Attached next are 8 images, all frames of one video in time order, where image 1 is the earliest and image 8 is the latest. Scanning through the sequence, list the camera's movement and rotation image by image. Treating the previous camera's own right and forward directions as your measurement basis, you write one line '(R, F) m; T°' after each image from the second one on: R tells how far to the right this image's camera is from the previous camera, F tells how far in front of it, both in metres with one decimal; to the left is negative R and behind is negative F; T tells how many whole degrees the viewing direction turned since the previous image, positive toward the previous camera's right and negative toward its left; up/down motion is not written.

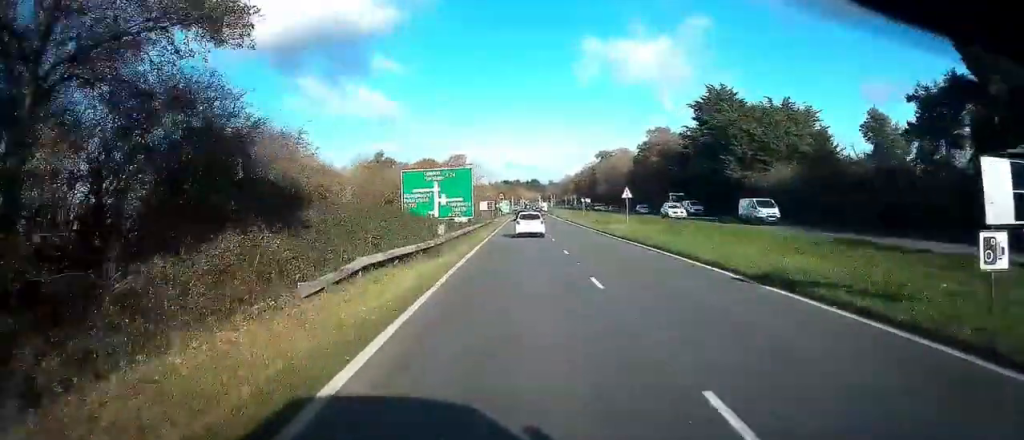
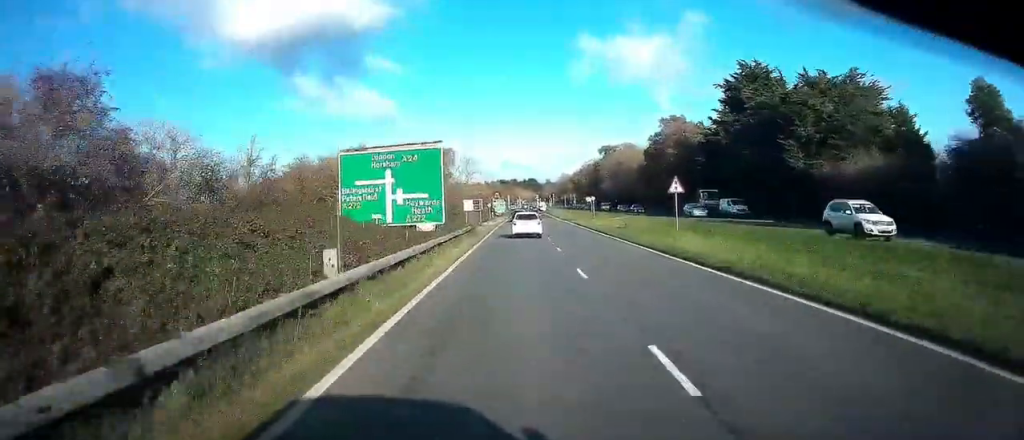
(+0.1, +15.7) m; +1°
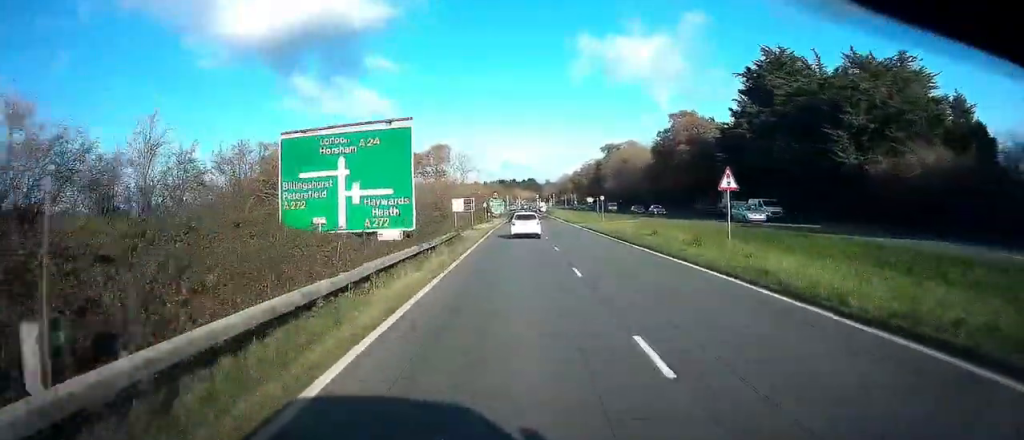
(0.0, +8.1) m; 0°
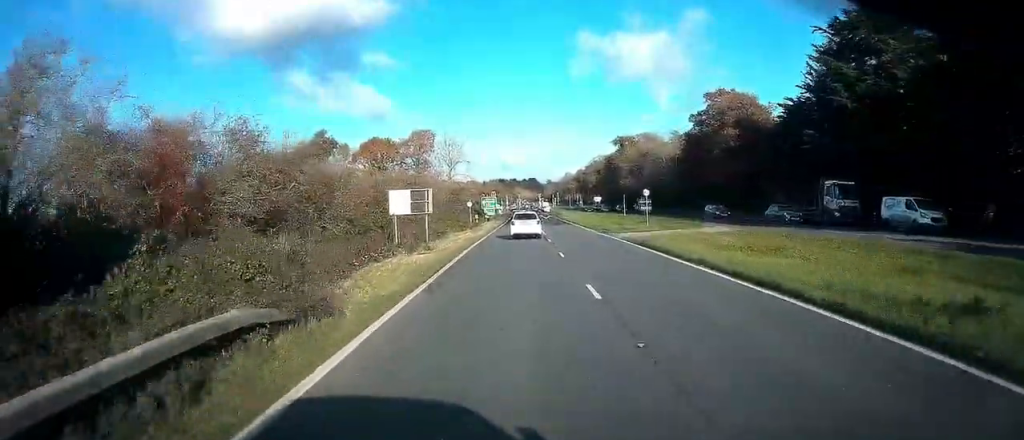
(+0.1, +21.4) m; 0°
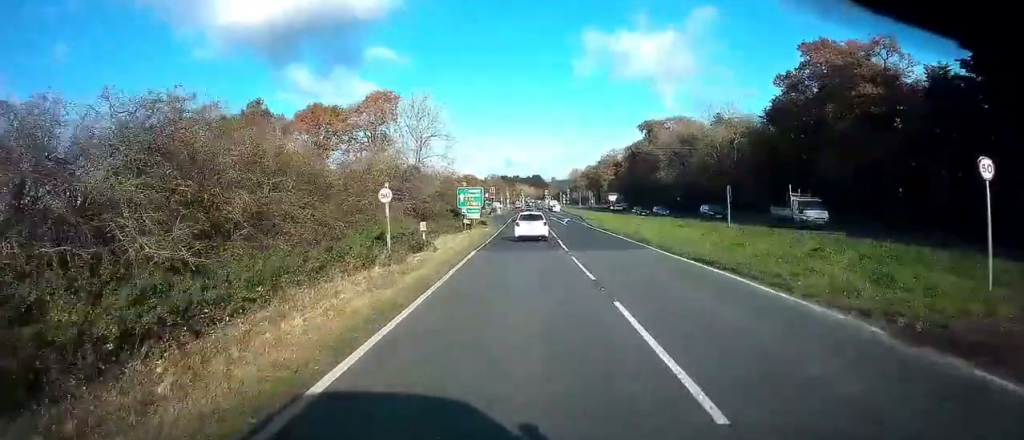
(-0.3, +30.9) m; -1°
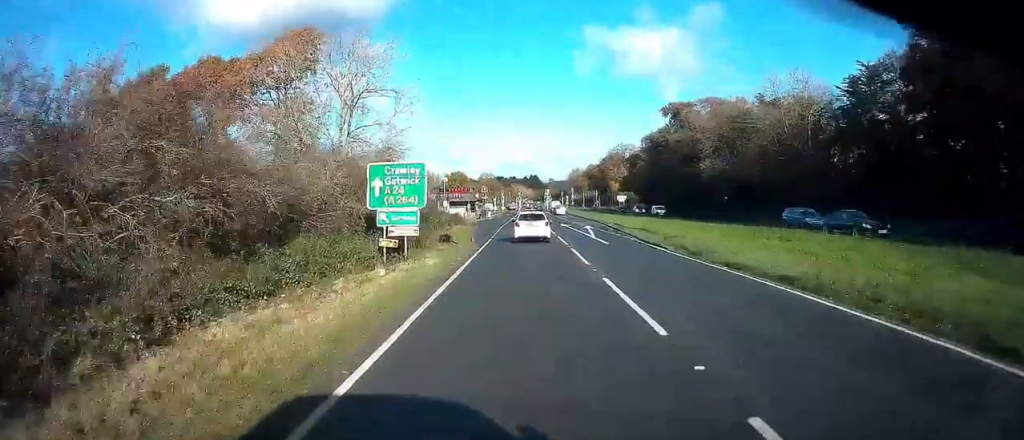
(+0.1, +24.9) m; +1°
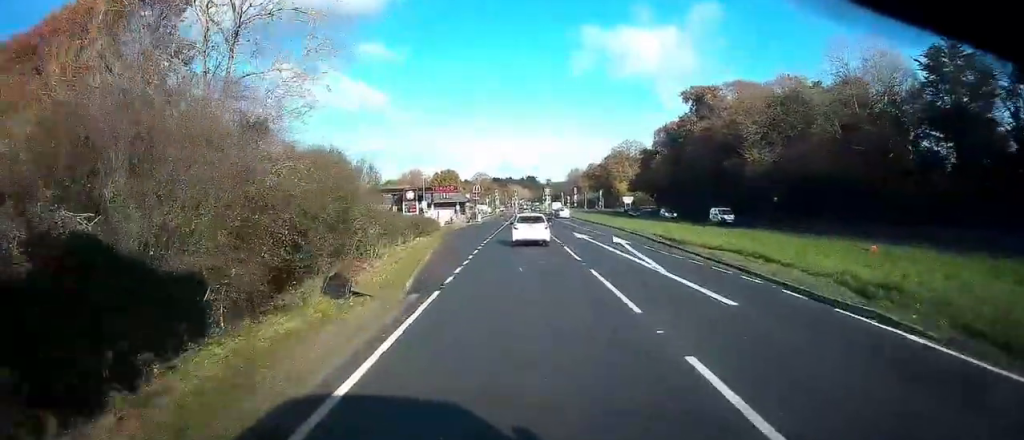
(+0.2, +16.1) m; +1°
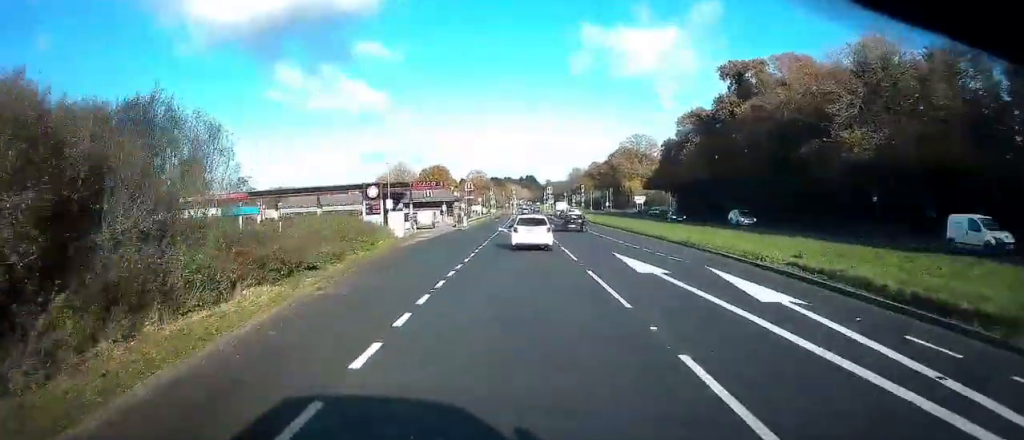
(+0.1, +18.2) m; 0°
